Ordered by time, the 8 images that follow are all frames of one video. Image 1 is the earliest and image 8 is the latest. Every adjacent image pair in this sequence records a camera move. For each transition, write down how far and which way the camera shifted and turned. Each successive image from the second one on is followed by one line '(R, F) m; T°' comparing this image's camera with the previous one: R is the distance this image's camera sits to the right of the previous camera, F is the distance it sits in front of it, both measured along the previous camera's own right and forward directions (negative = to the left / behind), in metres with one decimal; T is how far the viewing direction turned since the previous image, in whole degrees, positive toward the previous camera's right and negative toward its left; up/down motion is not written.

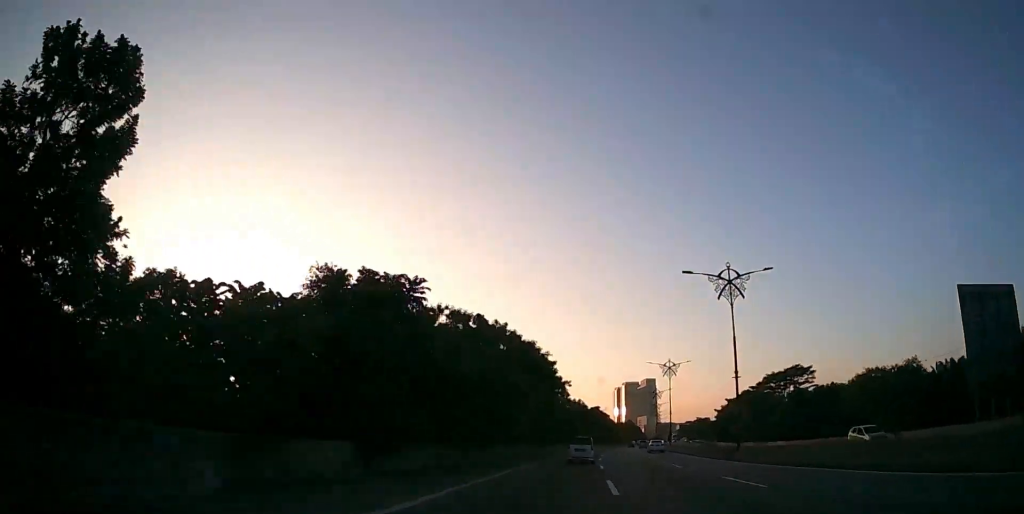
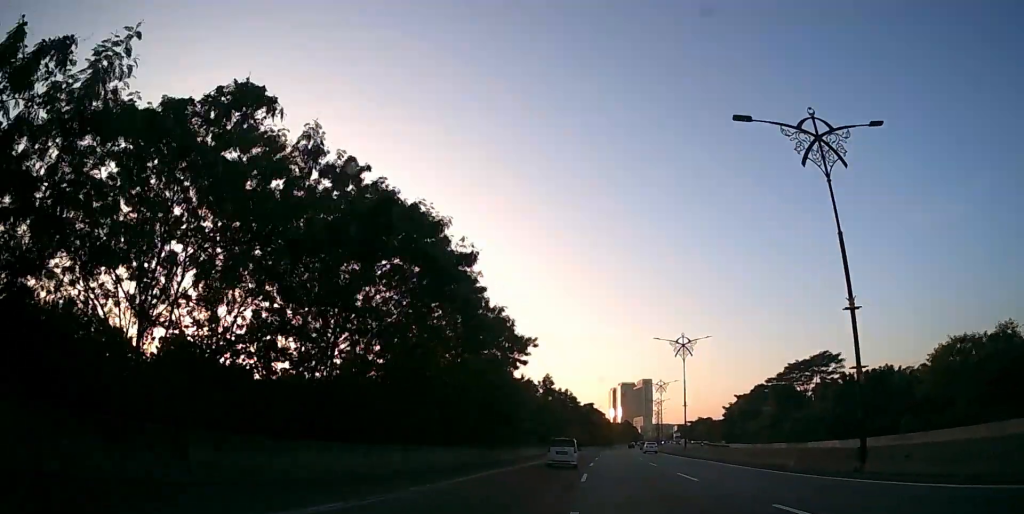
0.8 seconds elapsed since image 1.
(+0.2, +19.3) m; +1°
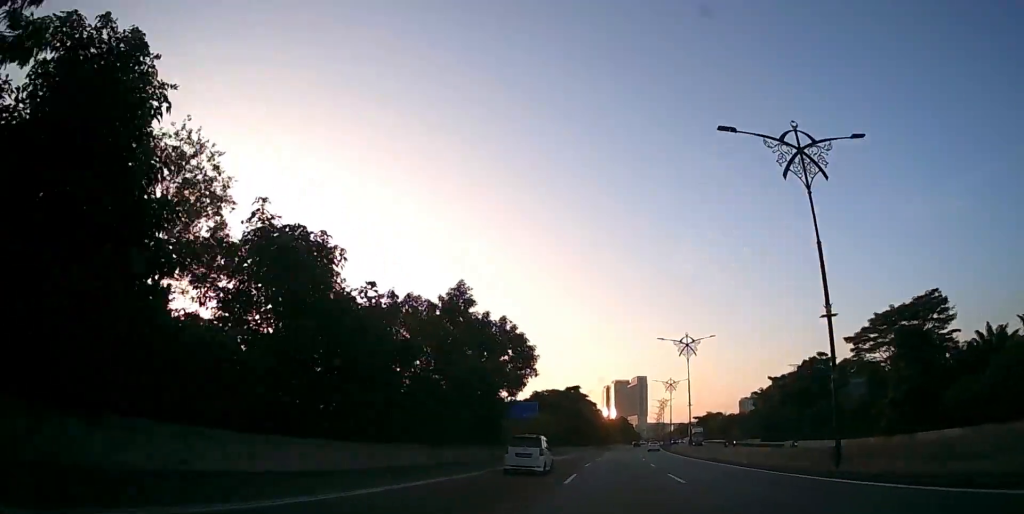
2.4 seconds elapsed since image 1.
(+0.7, +39.5) m; +2°
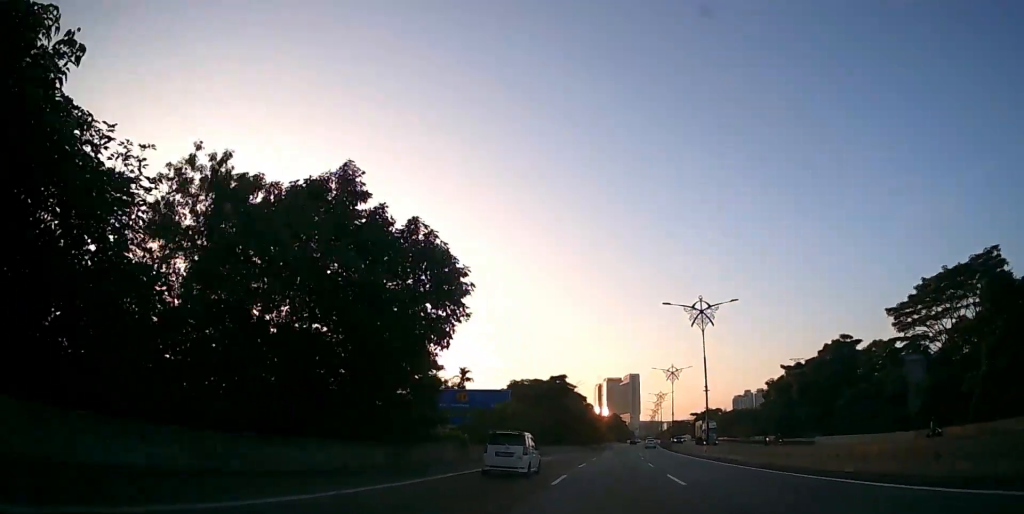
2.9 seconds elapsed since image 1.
(0.0, +14.3) m; 0°
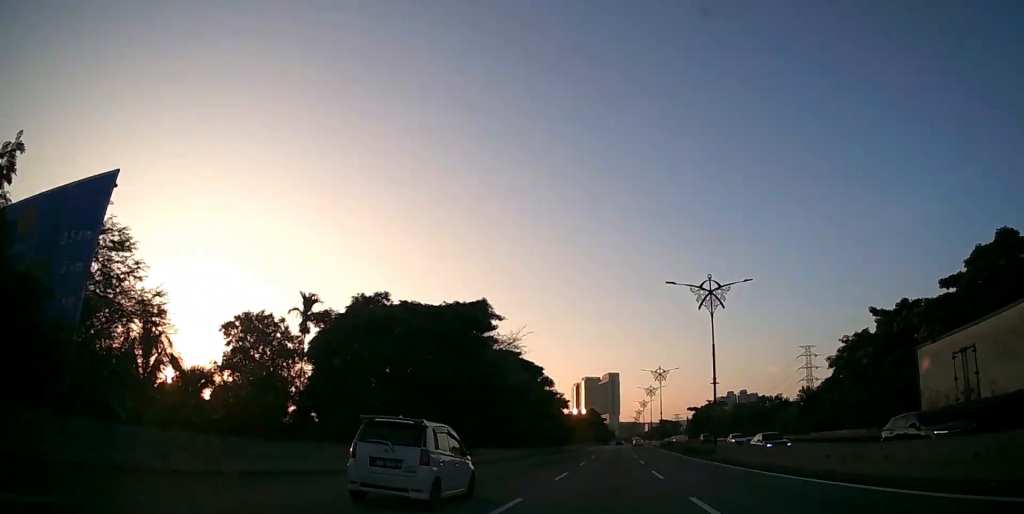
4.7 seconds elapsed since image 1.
(+0.7, +45.1) m; +2°
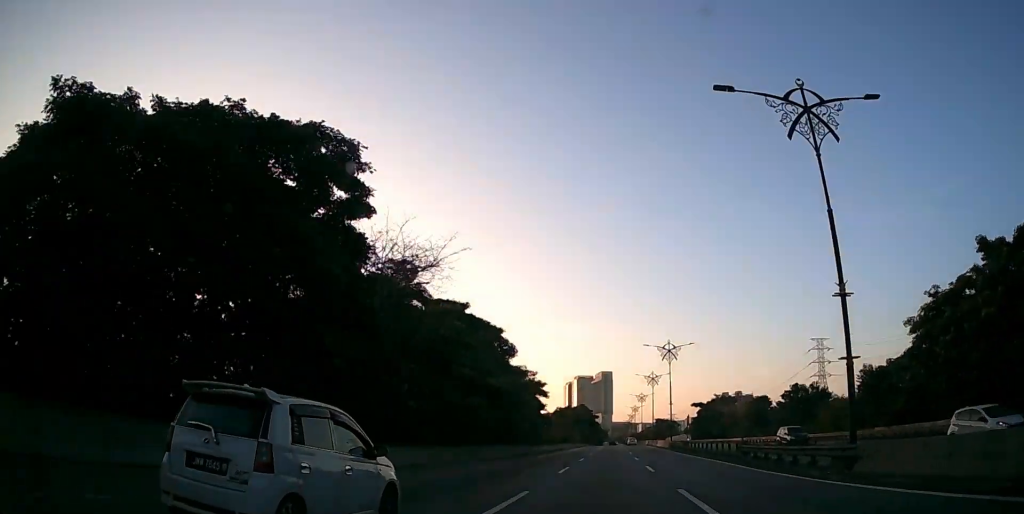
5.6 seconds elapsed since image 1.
(+0.2, +22.6) m; +1°
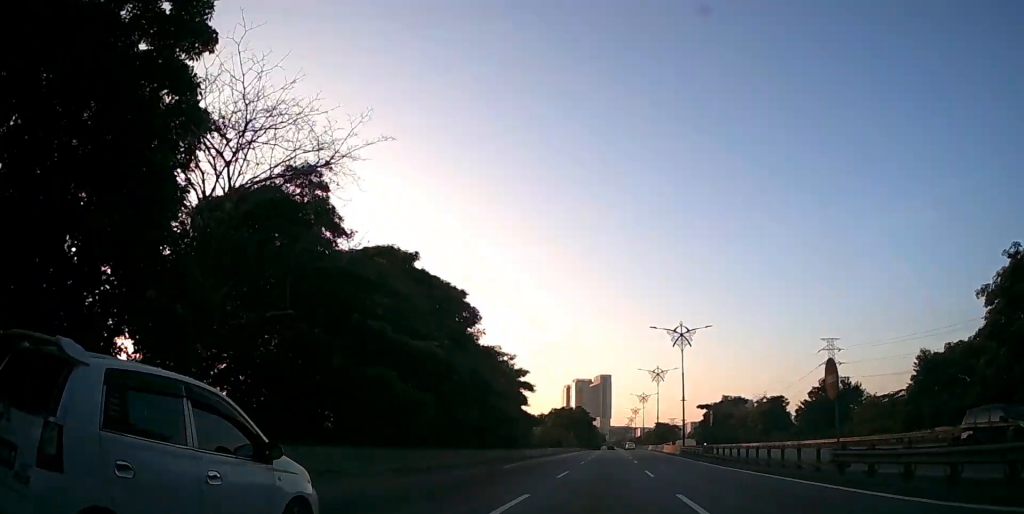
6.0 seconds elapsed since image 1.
(+0.1, +12.6) m; 0°
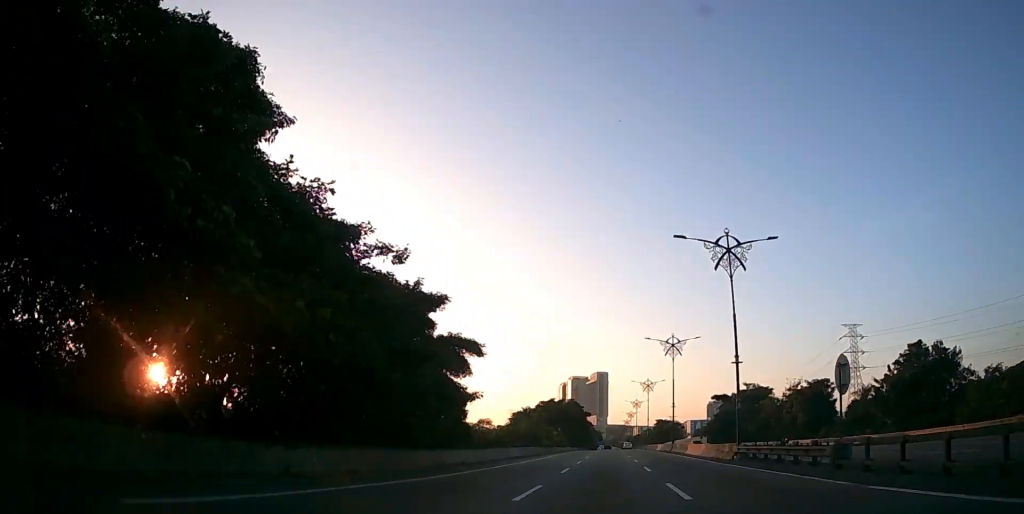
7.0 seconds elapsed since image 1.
(+0.1, +24.4) m; 0°
